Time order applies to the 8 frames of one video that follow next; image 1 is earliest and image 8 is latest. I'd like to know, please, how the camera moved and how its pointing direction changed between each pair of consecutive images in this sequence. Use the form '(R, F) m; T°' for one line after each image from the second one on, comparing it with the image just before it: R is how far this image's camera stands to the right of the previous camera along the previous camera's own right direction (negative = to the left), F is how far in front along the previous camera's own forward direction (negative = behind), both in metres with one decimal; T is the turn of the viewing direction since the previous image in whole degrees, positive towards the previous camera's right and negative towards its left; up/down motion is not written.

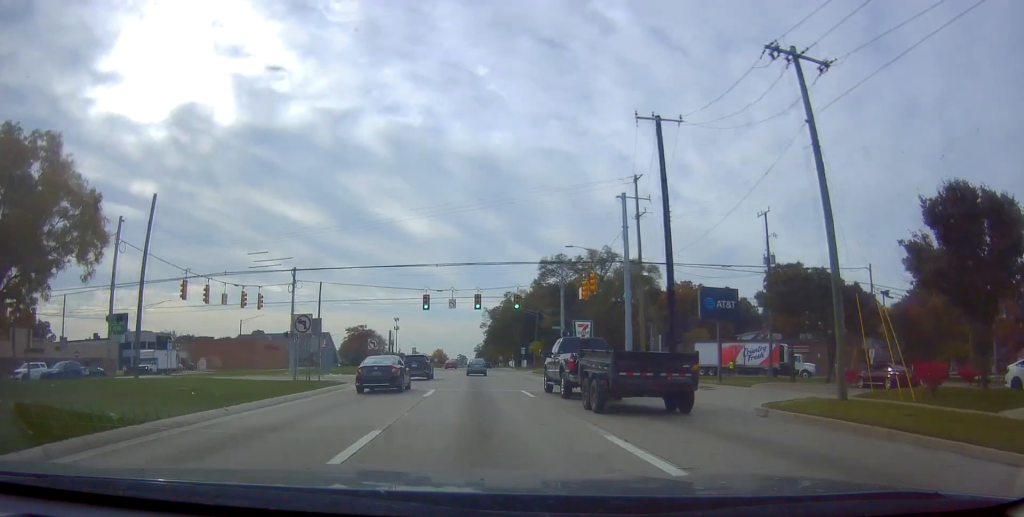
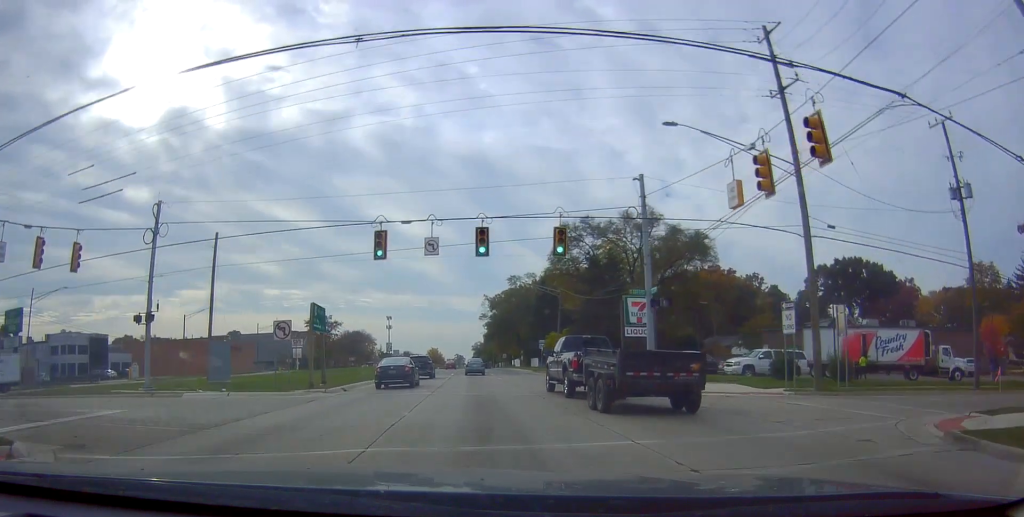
(-0.3, +25.3) m; 0°
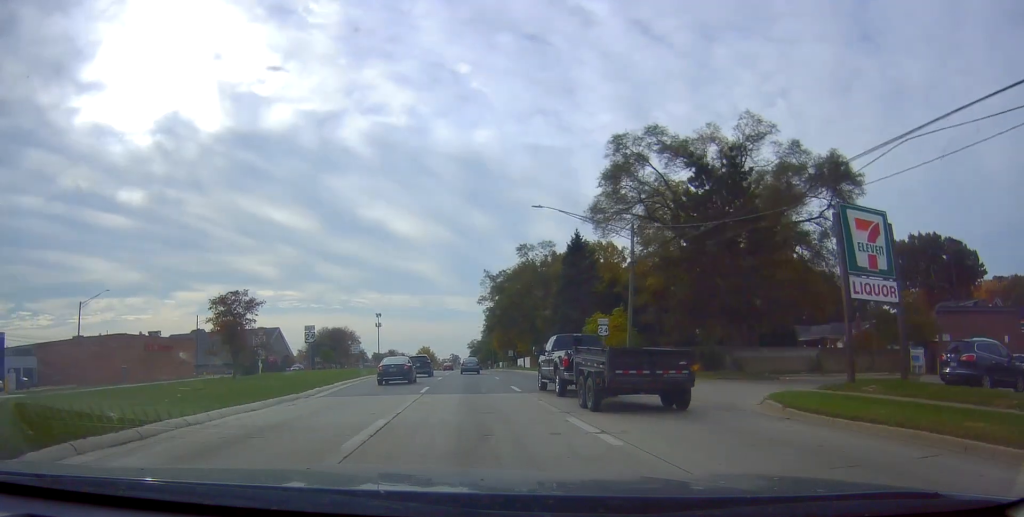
(+0.8, +30.7) m; +1°
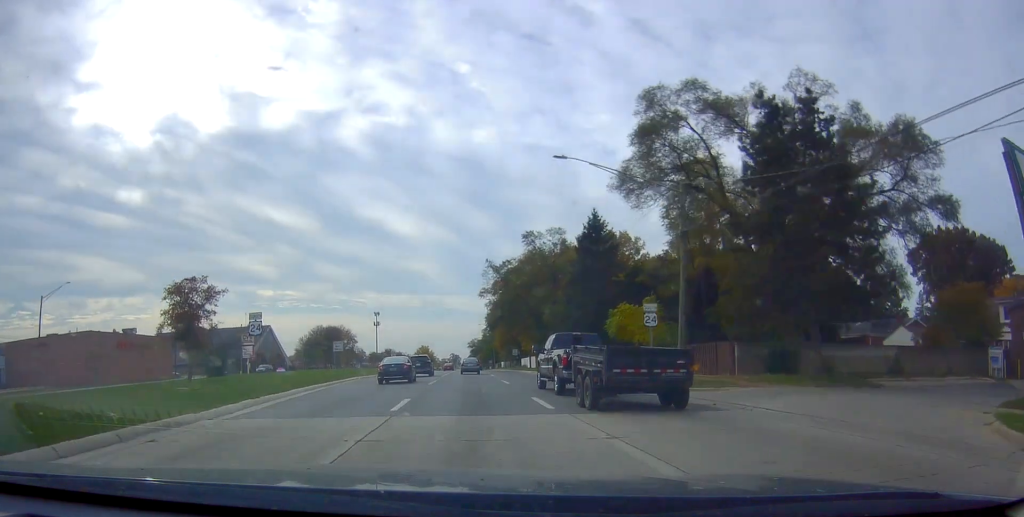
(-0.2, +8.7) m; 0°
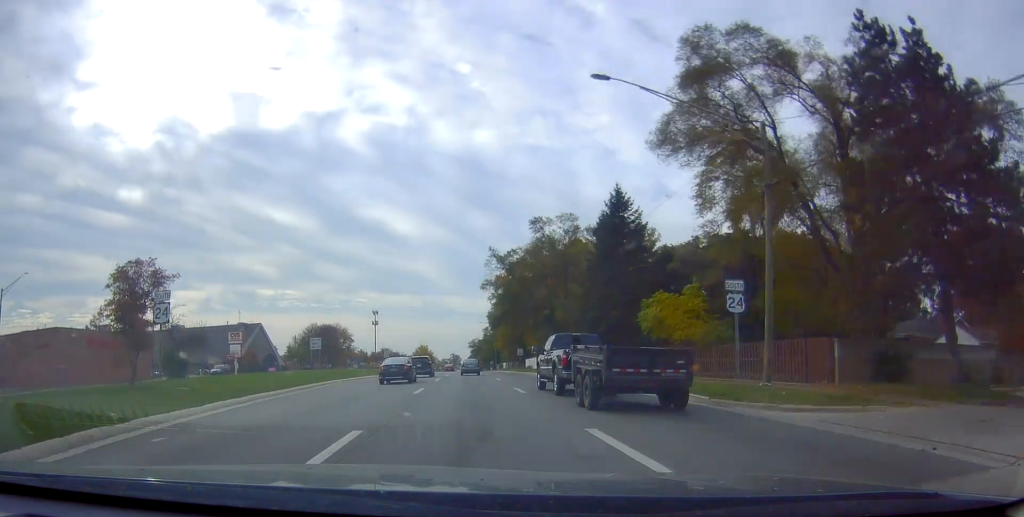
(+0.2, +8.2) m; 0°
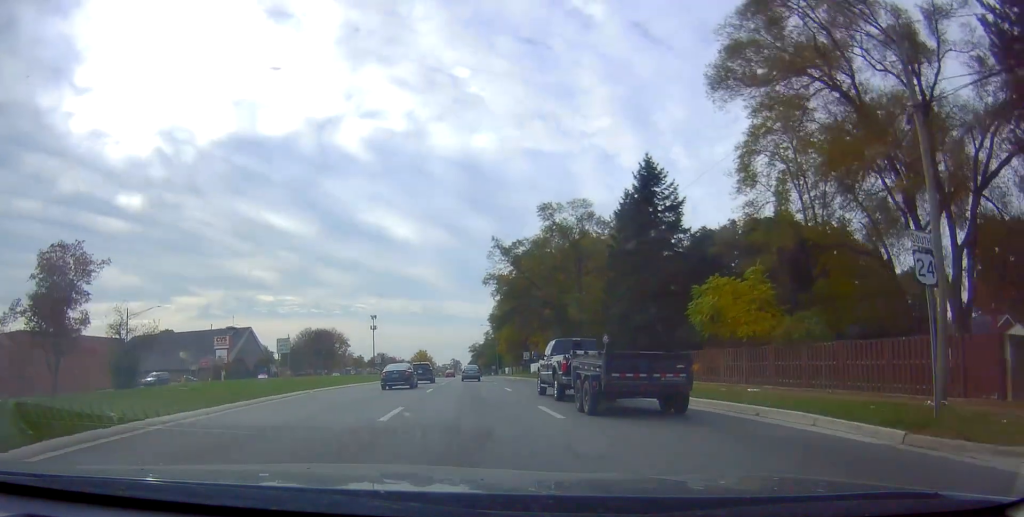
(+0.3, +8.2) m; 0°
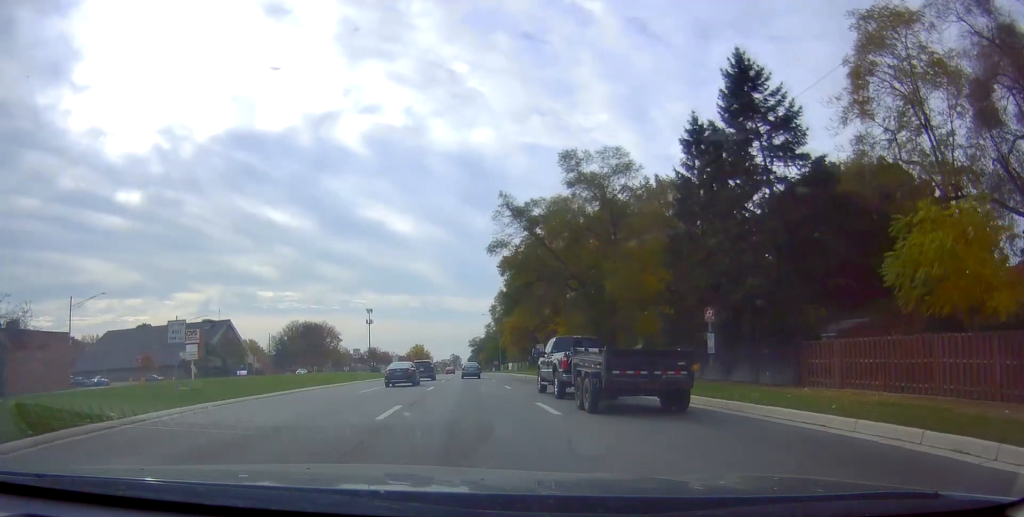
(-0.5, +14.7) m; 0°
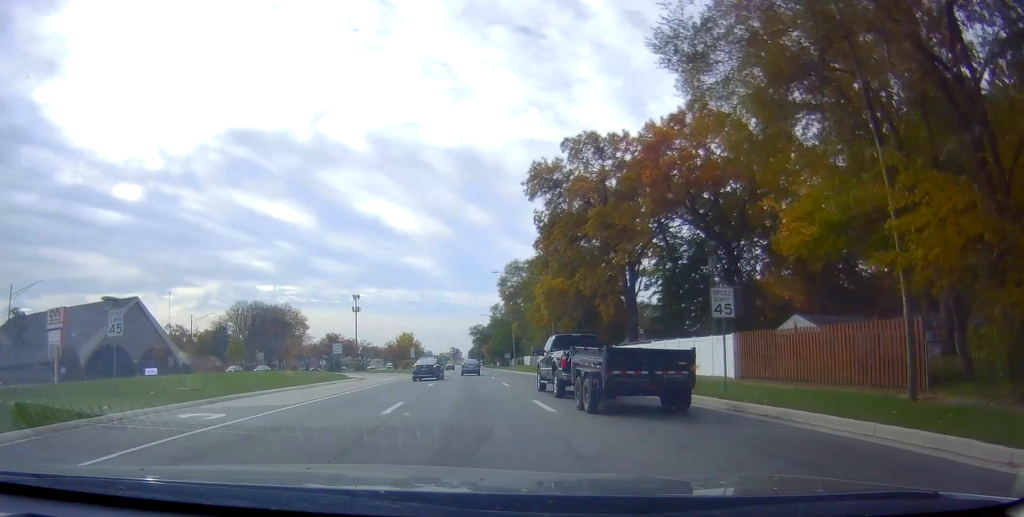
(+1.2, +44.1) m; 0°
